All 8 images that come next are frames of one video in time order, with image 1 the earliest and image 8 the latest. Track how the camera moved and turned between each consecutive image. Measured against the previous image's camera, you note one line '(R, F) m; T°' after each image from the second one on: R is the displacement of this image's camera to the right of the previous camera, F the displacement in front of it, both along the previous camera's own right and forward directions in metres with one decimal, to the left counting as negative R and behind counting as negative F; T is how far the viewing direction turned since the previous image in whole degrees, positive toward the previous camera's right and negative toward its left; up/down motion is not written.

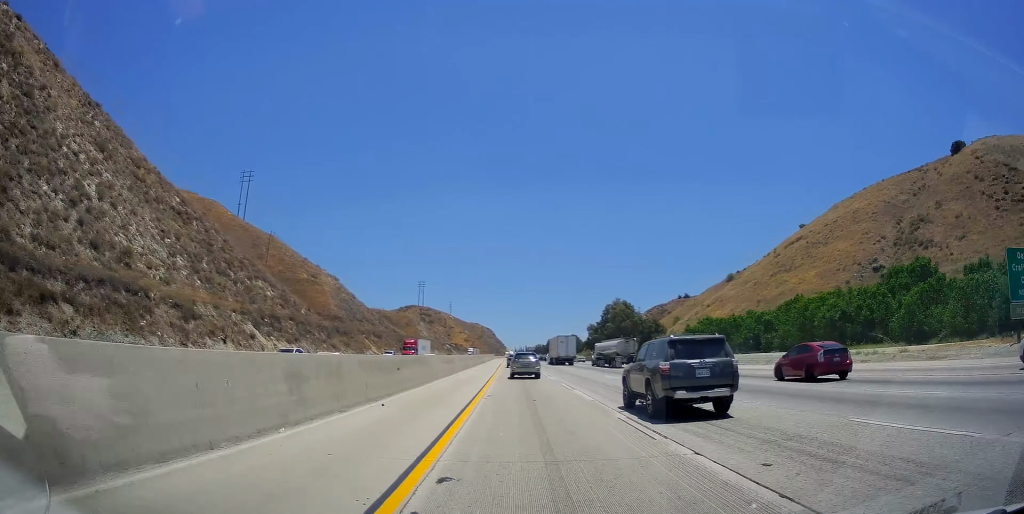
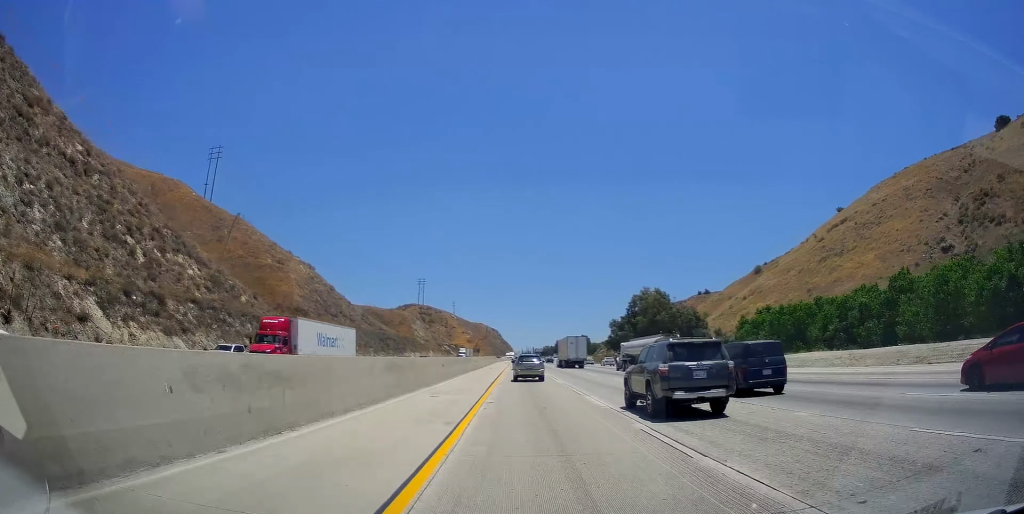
(-0.7, +30.8) m; -1°
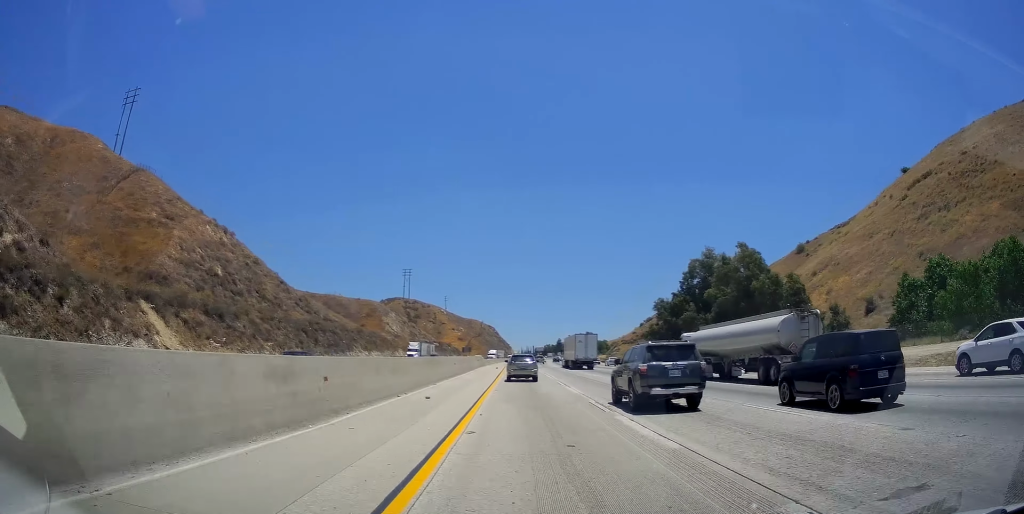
(+0.1, +49.6) m; 0°
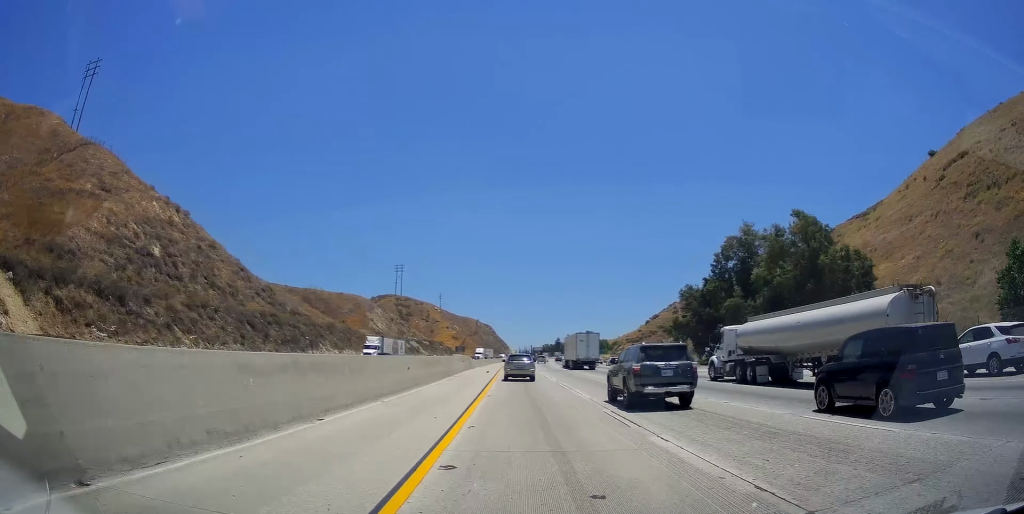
(-0.3, +17.5) m; 0°
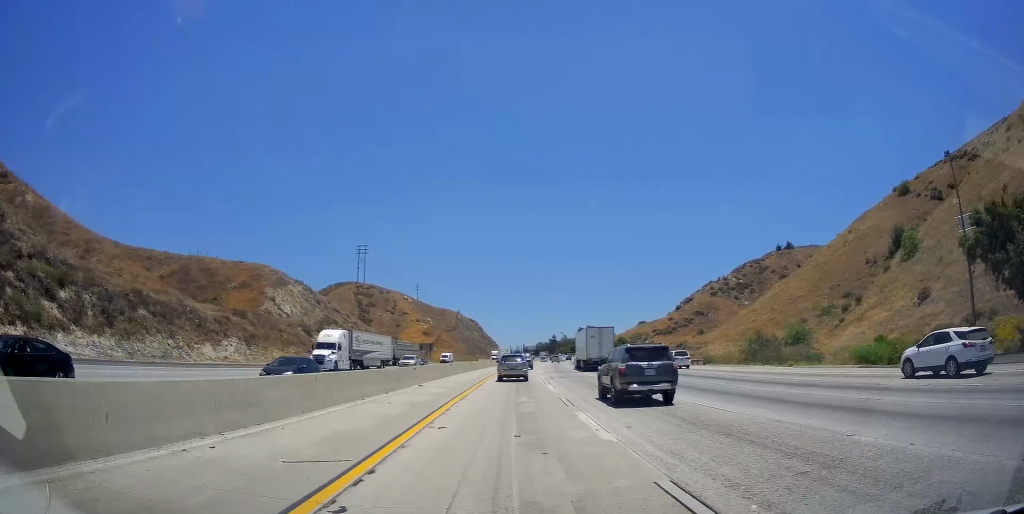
(+0.4, +69.5) m; 0°
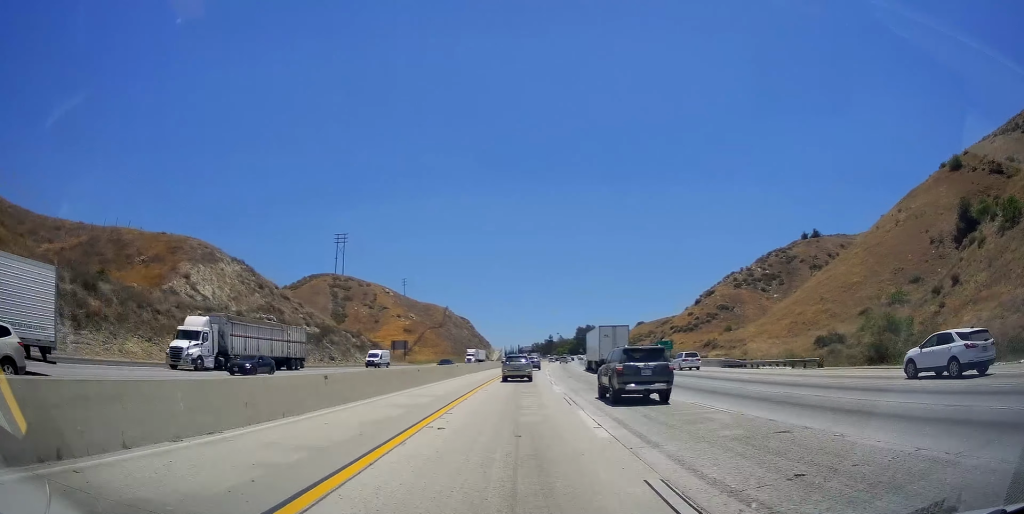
(0.0, +28.1) m; +1°
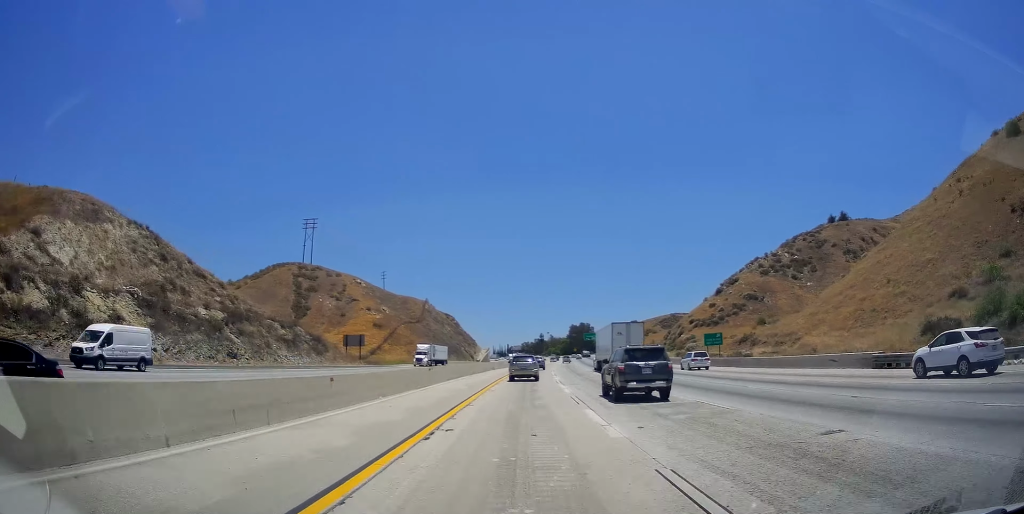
(+0.3, +27.6) m; +1°
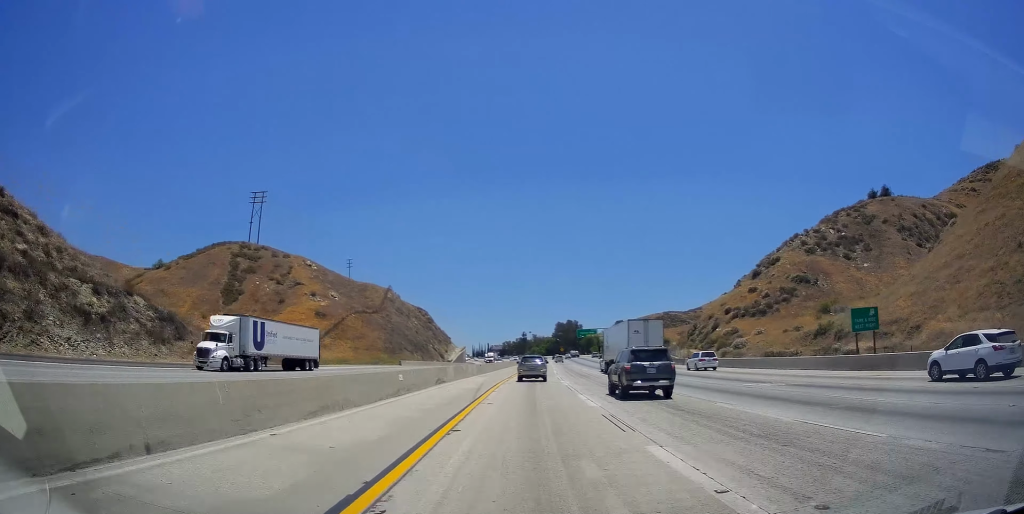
(+0.3, +35.6) m; +2°
